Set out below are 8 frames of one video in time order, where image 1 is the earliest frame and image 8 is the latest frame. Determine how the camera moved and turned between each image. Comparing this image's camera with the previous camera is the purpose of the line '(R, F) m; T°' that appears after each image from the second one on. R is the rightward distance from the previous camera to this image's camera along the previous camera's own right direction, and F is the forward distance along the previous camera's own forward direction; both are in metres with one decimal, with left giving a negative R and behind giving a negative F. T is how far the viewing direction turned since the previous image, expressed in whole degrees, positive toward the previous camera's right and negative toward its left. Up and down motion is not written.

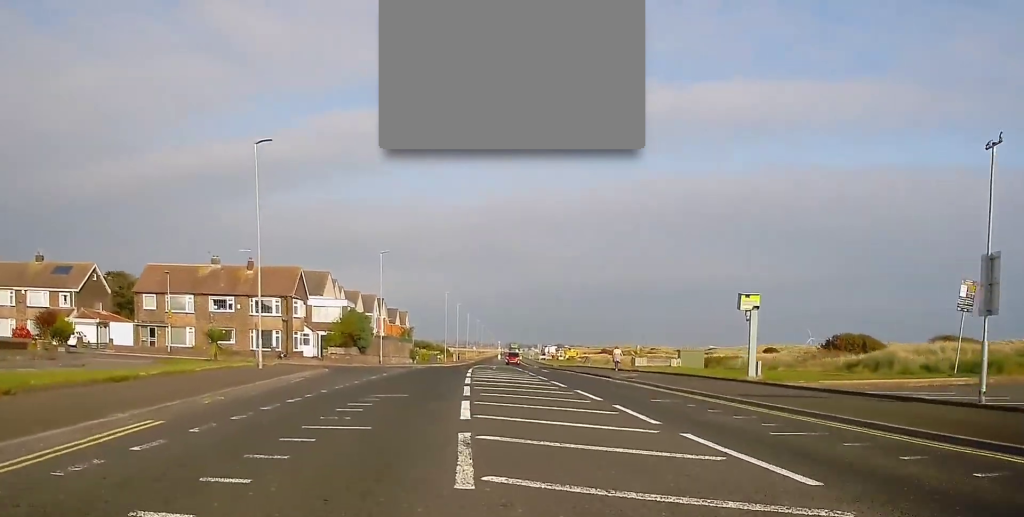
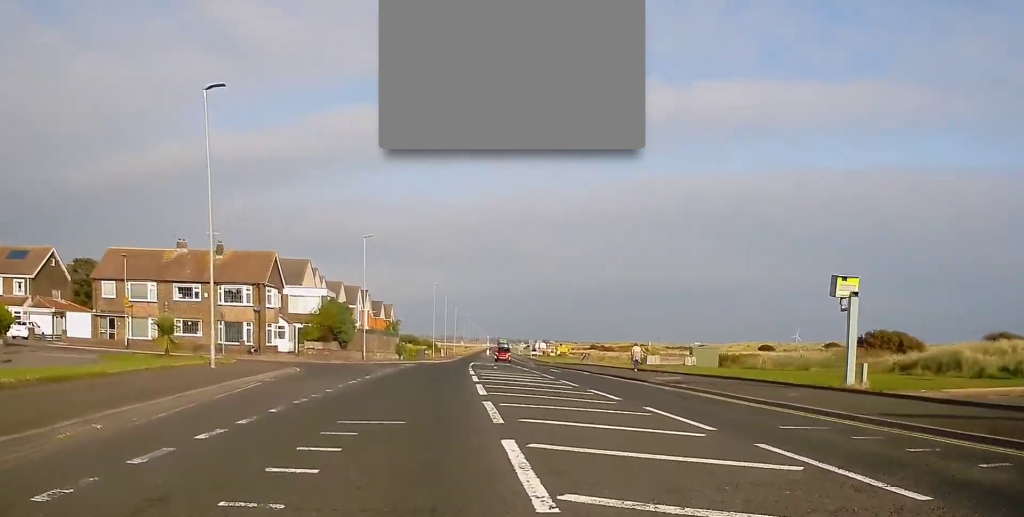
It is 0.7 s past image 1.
(0.0, +7.0) m; 0°
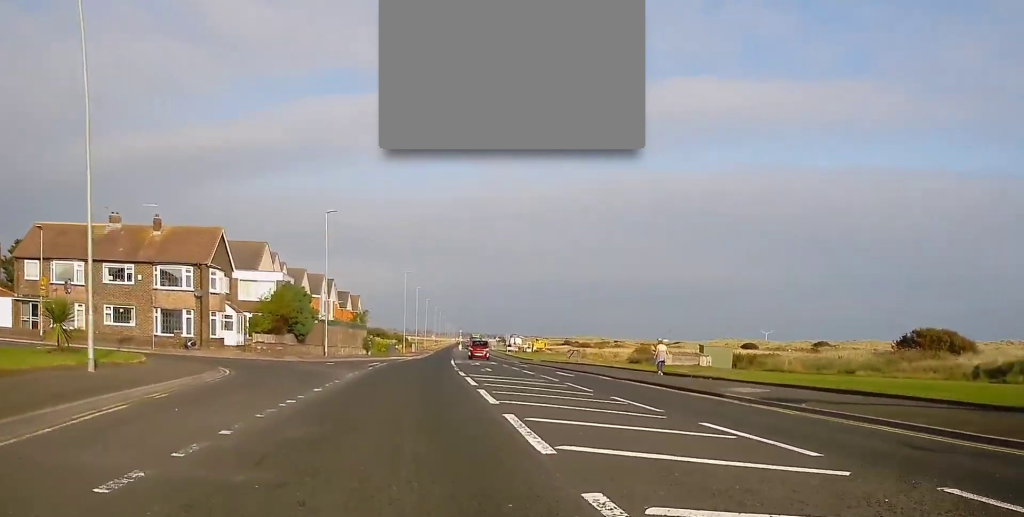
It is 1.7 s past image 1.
(0.0, +9.5) m; 0°
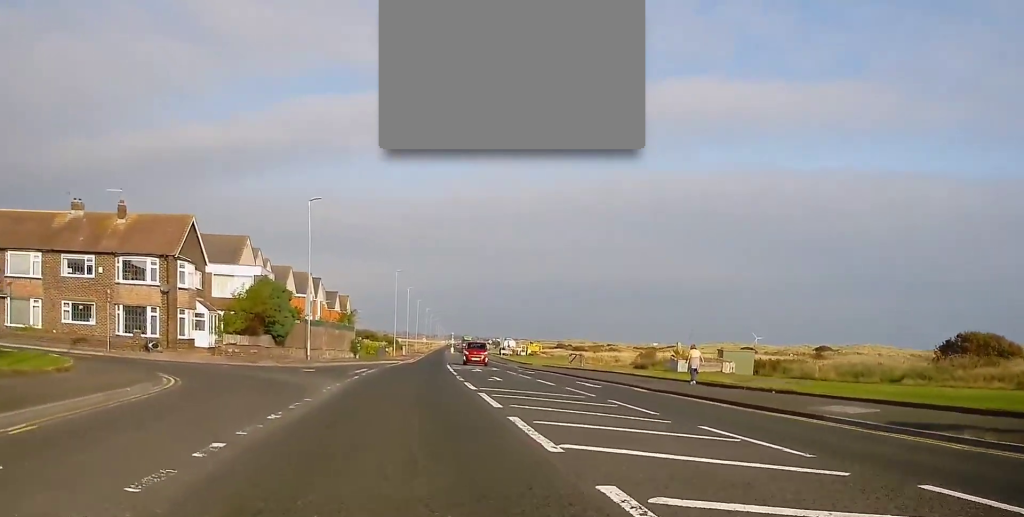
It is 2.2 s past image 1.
(0.0, +5.7) m; +1°
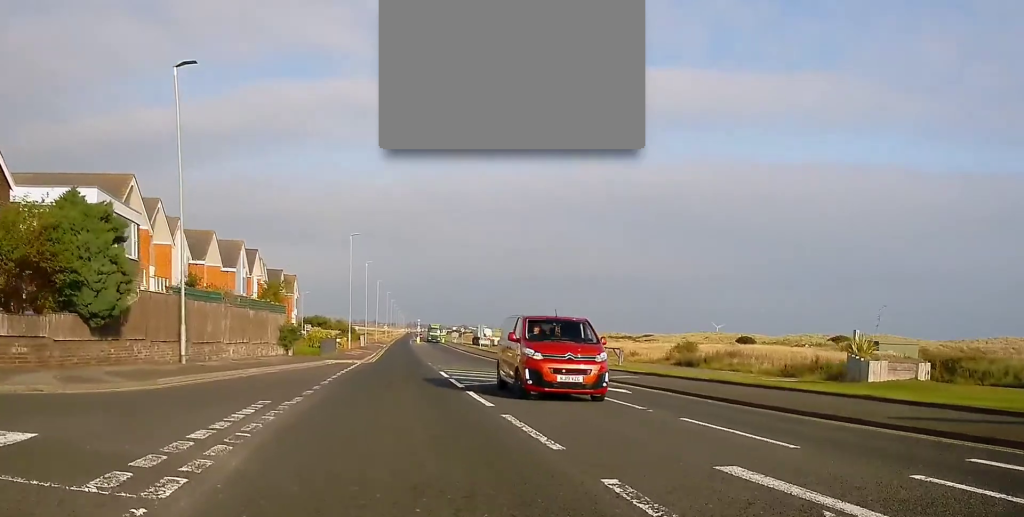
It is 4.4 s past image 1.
(+1.0, +23.4) m; +4°
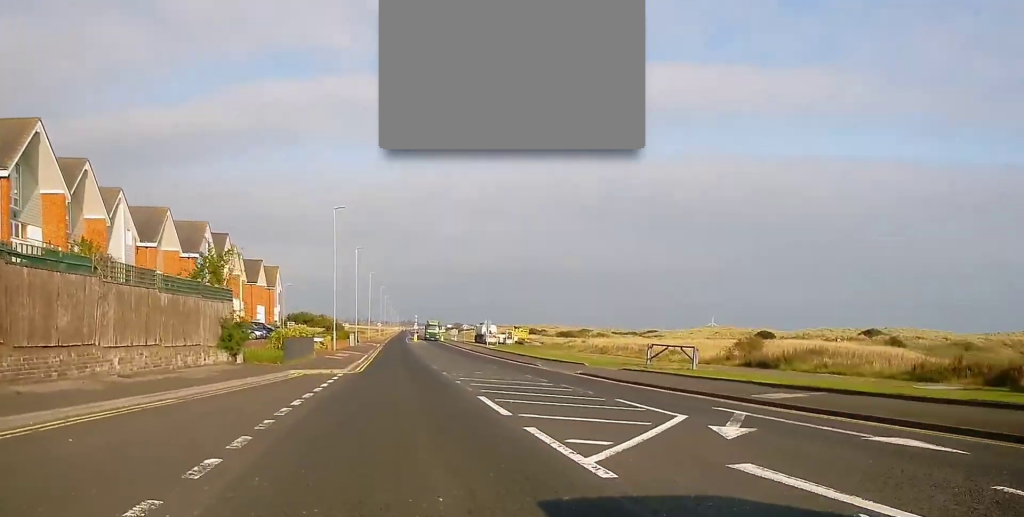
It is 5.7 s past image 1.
(0.0, +13.8) m; 0°
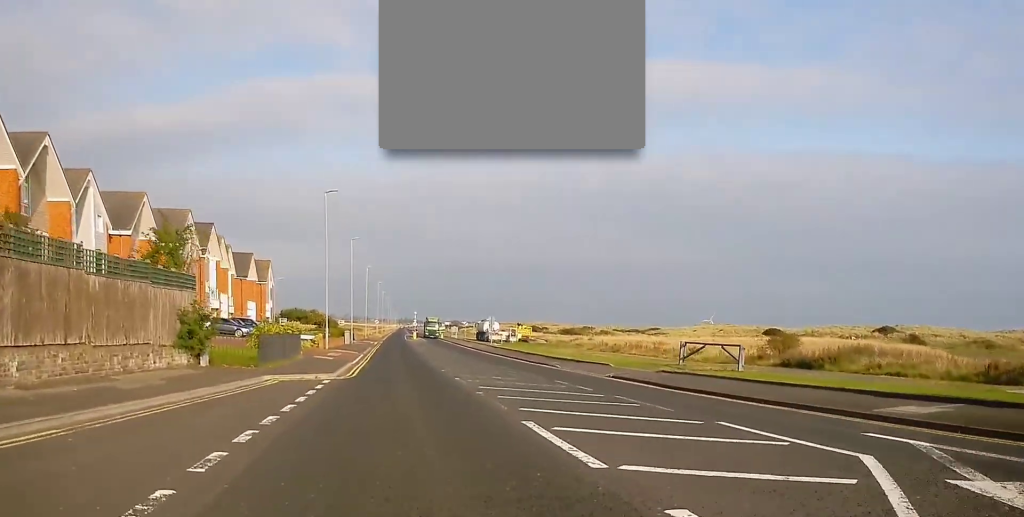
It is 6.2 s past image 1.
(0.0, +5.5) m; 0°
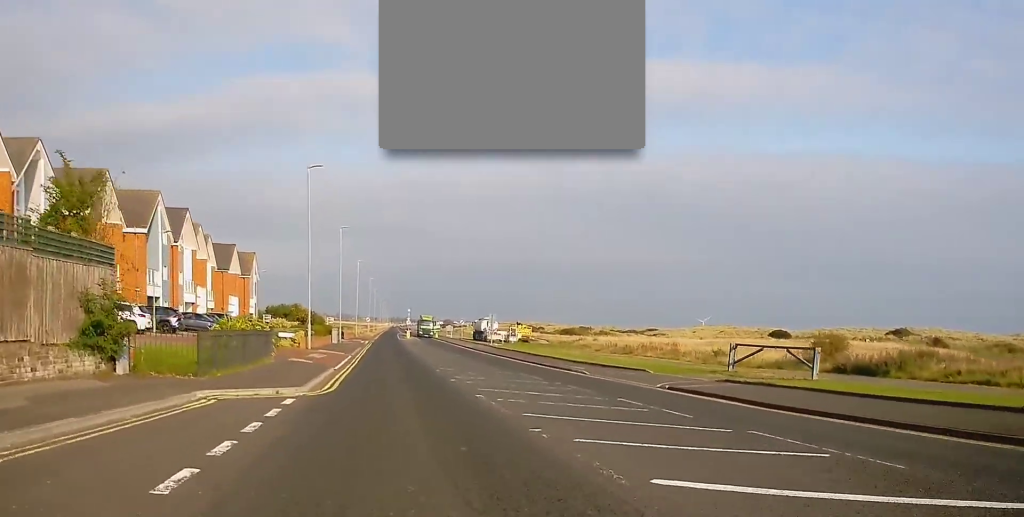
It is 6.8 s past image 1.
(0.0, +7.0) m; +1°
